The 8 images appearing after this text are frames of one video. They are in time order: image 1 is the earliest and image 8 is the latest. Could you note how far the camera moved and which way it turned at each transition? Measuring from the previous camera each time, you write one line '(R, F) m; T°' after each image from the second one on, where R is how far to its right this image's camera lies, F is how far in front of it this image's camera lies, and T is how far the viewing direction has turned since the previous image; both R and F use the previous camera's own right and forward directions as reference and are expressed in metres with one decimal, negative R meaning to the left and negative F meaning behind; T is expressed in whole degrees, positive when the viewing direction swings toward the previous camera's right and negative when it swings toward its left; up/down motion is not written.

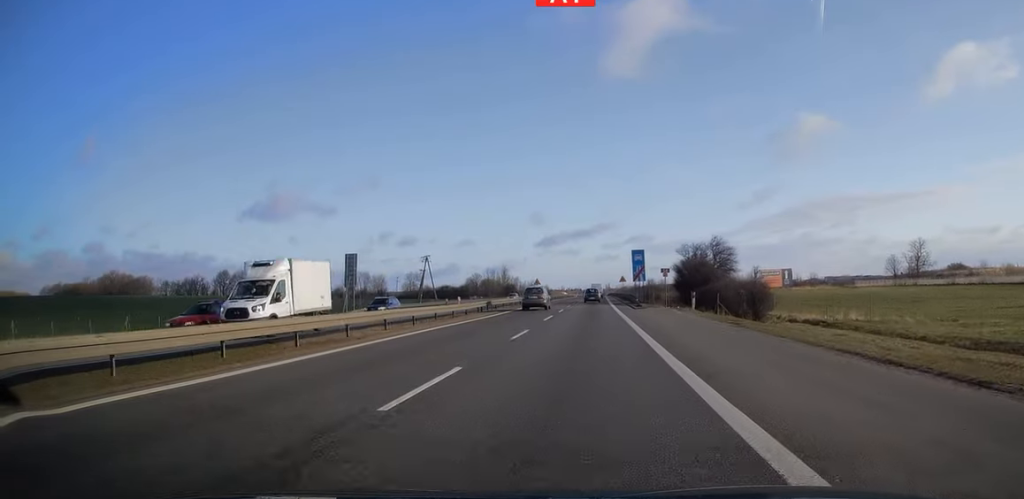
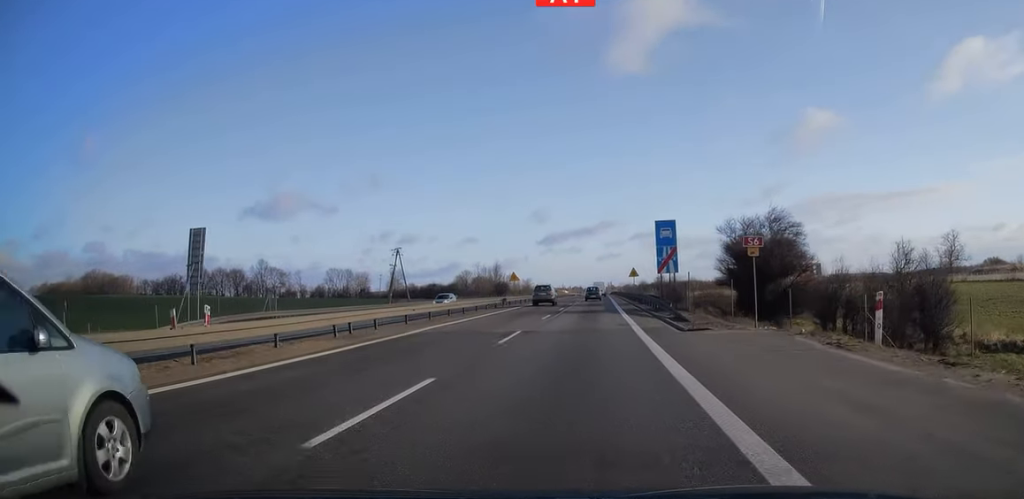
(-0.1, +25.7) m; 0°
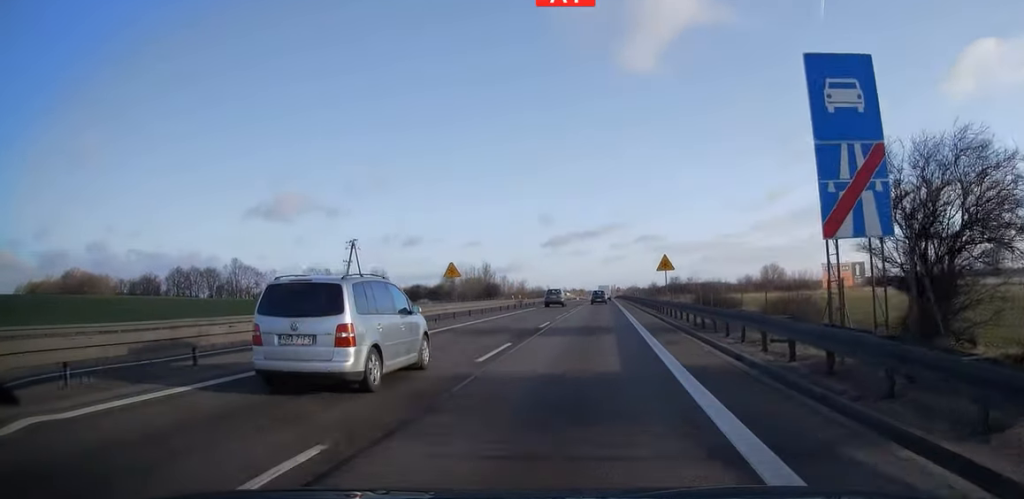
(-0.1, +28.1) m; 0°
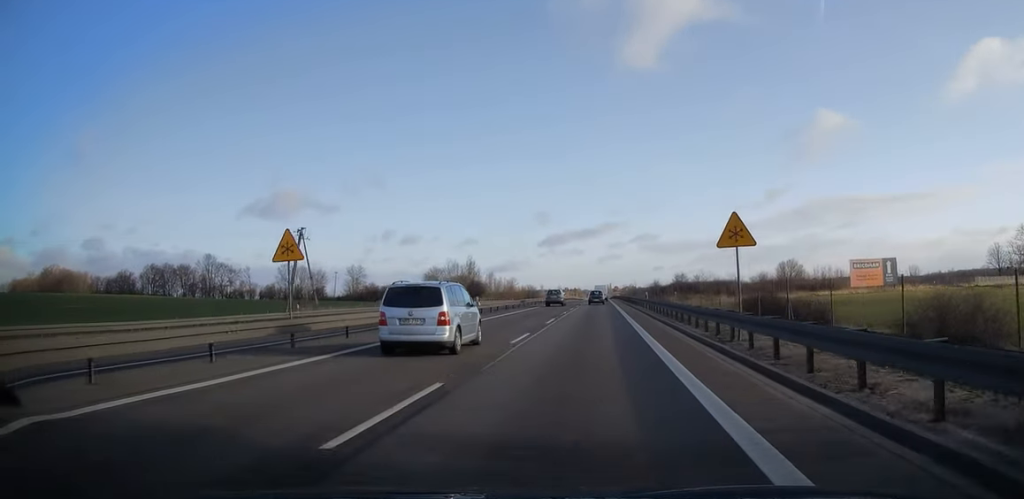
(0.0, +19.4) m; 0°
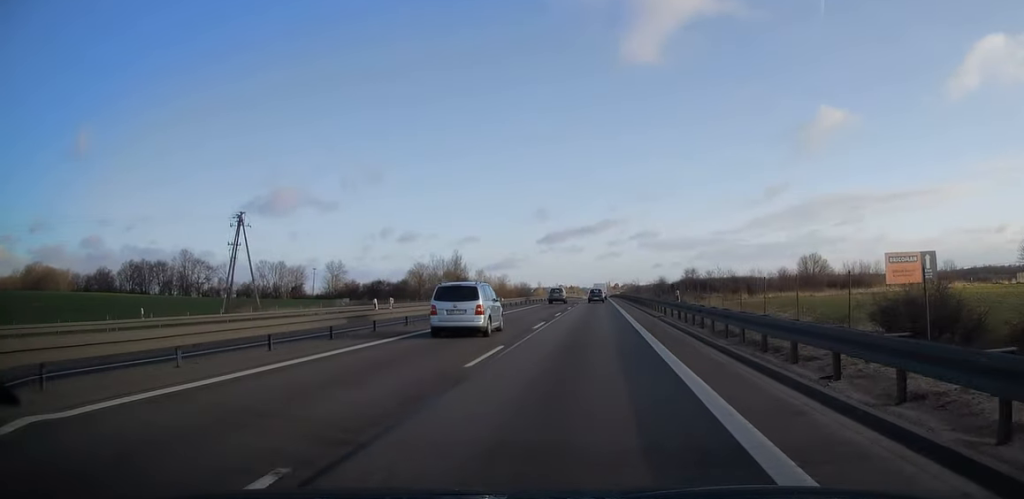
(0.0, +17.3) m; 0°
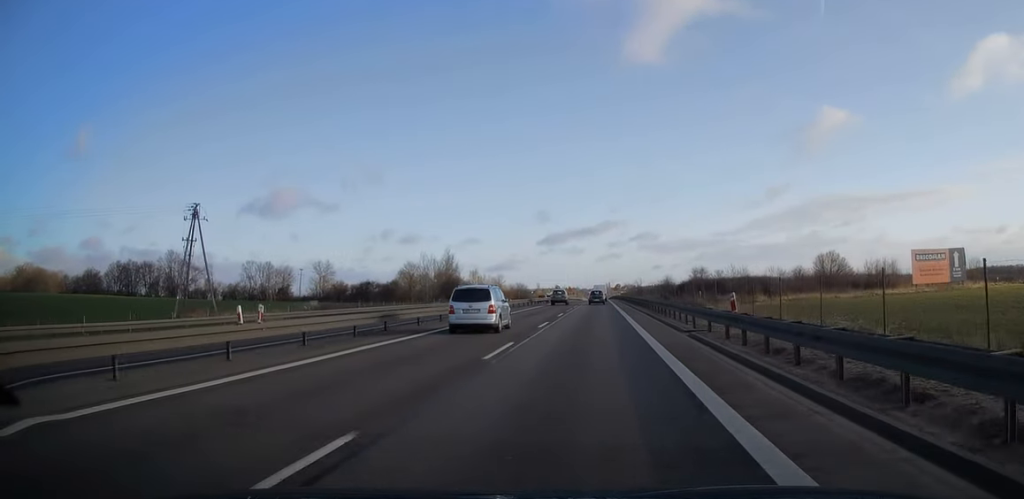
(0.0, +10.1) m; 0°
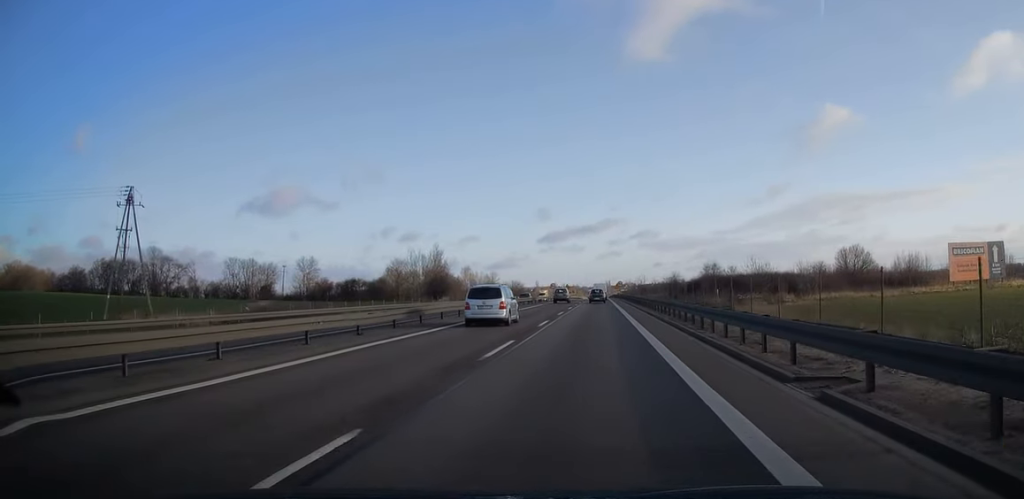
(0.0, +11.8) m; 0°
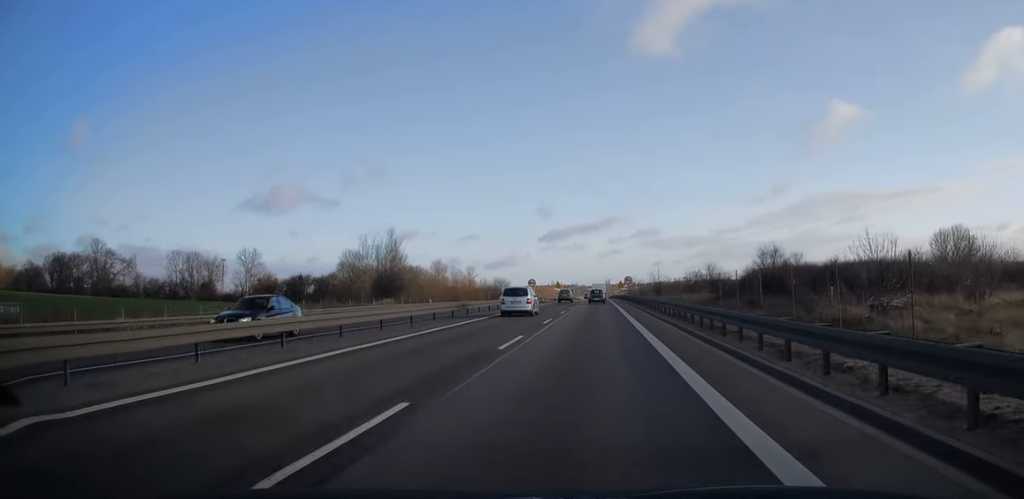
(0.0, +33.8) m; 0°
